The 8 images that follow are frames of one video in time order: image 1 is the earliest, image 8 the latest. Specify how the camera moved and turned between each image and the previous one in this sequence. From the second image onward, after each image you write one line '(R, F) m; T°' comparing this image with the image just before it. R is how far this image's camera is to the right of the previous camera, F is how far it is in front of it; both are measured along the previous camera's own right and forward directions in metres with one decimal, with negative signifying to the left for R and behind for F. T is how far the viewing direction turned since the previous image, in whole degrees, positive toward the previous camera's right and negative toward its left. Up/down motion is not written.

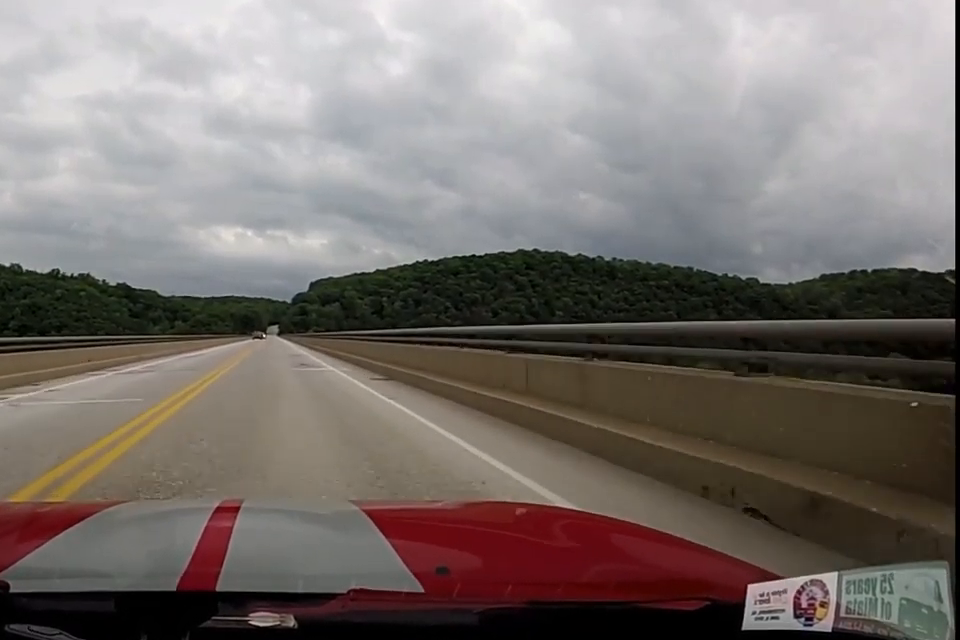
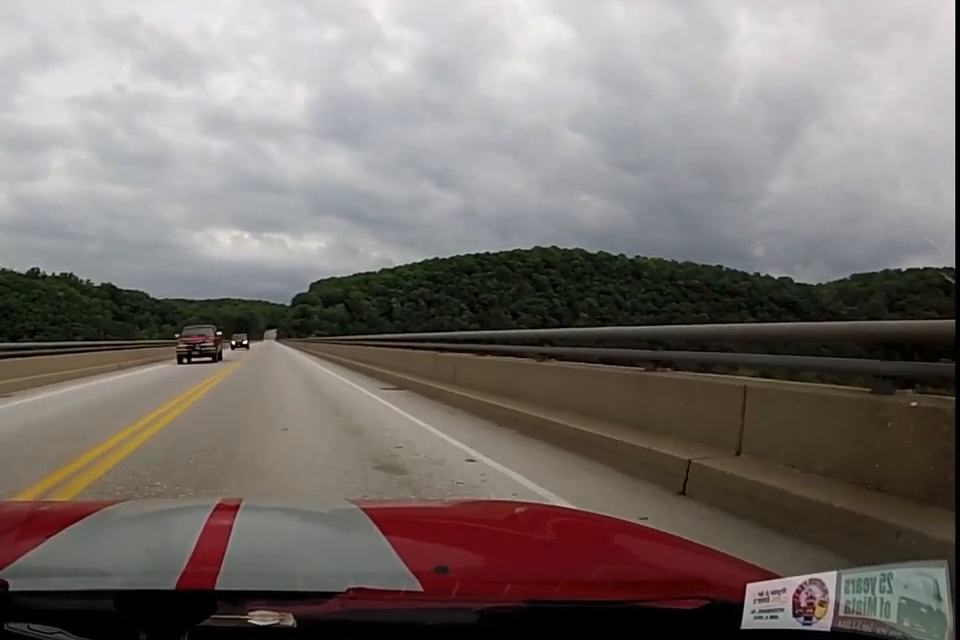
(-0.1, +55.1) m; 0°
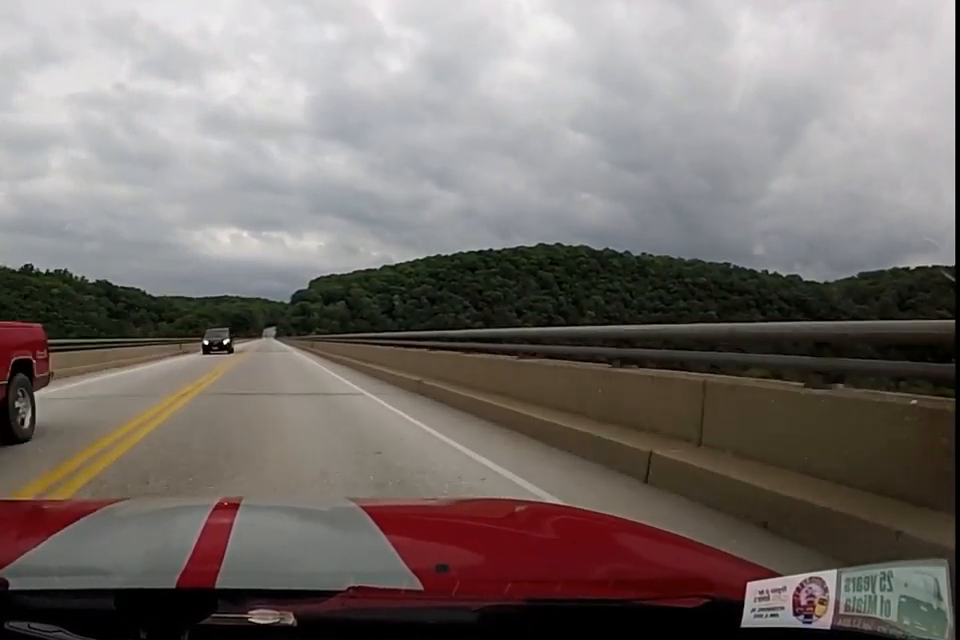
(-0.5, +14.3) m; 0°
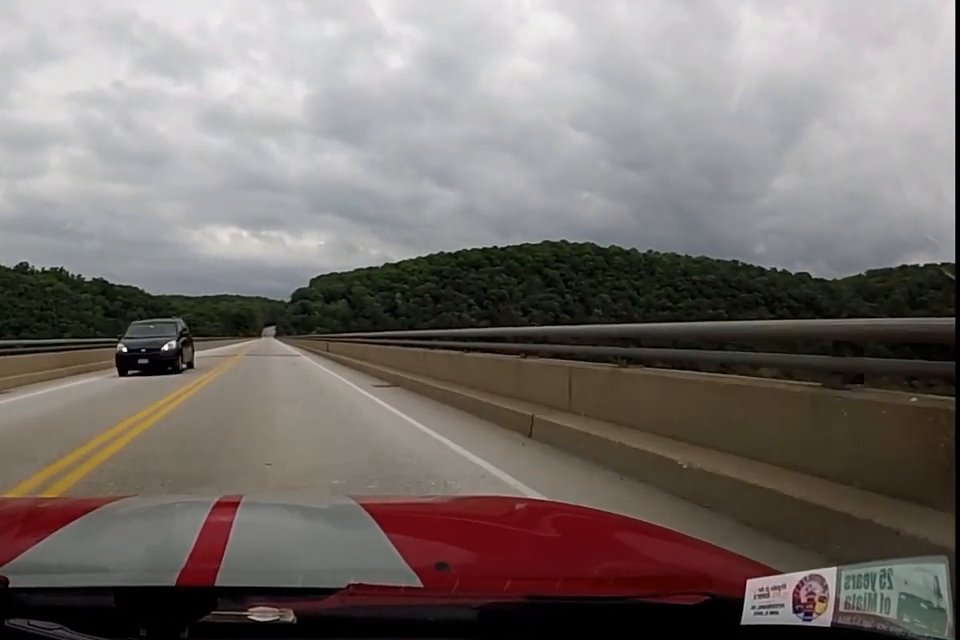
(+0.4, +12.6) m; +1°
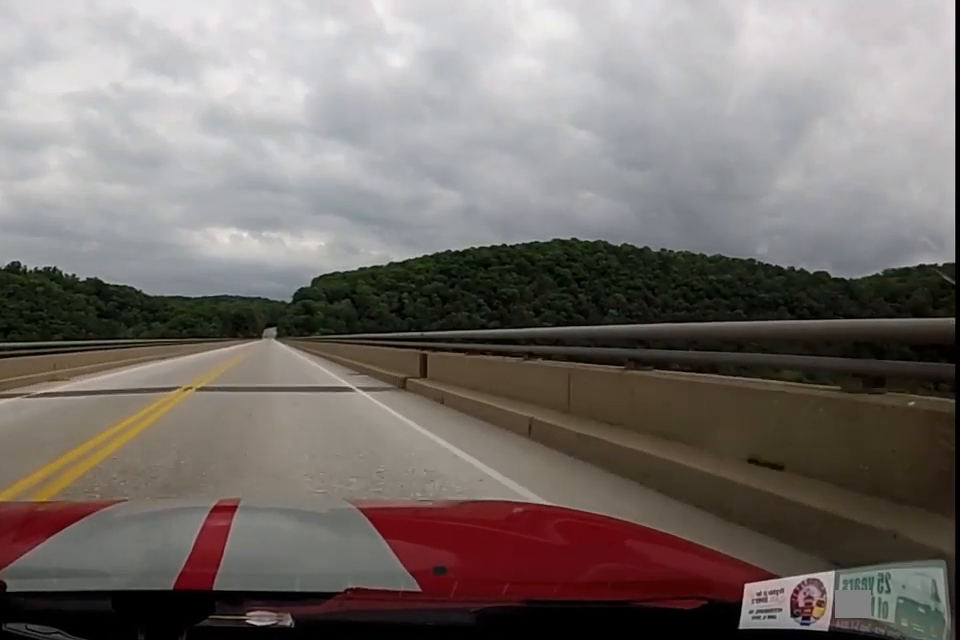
(+0.4, +22.6) m; 0°
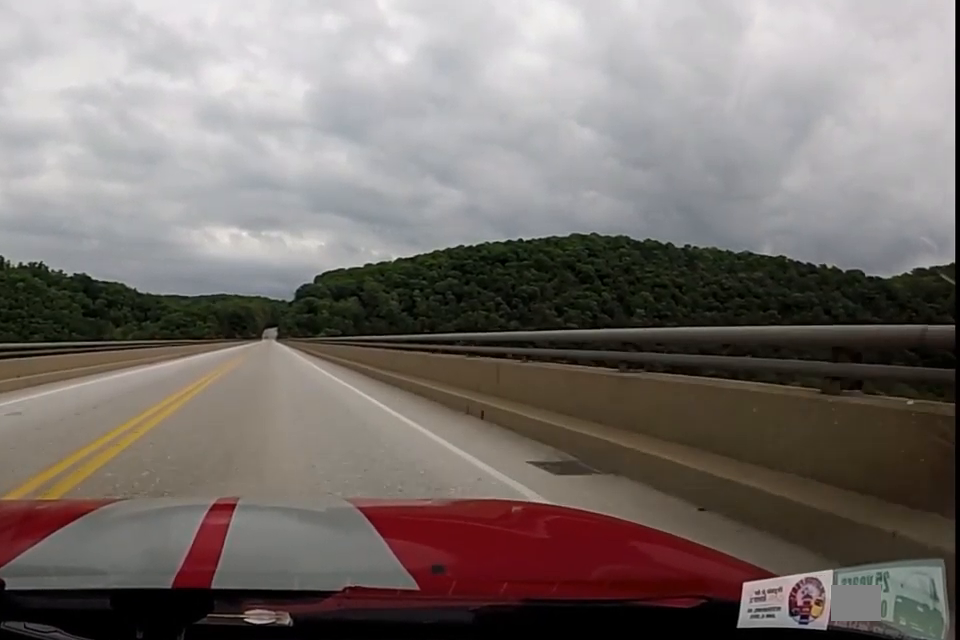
(-1.1, +40.7) m; -3°
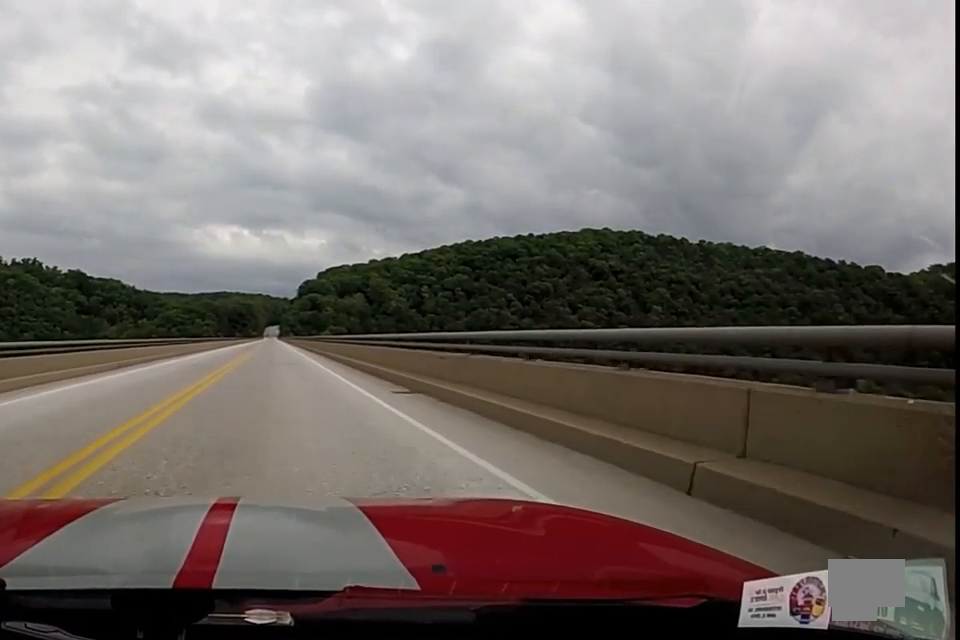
(0.0, +20.2) m; +1°
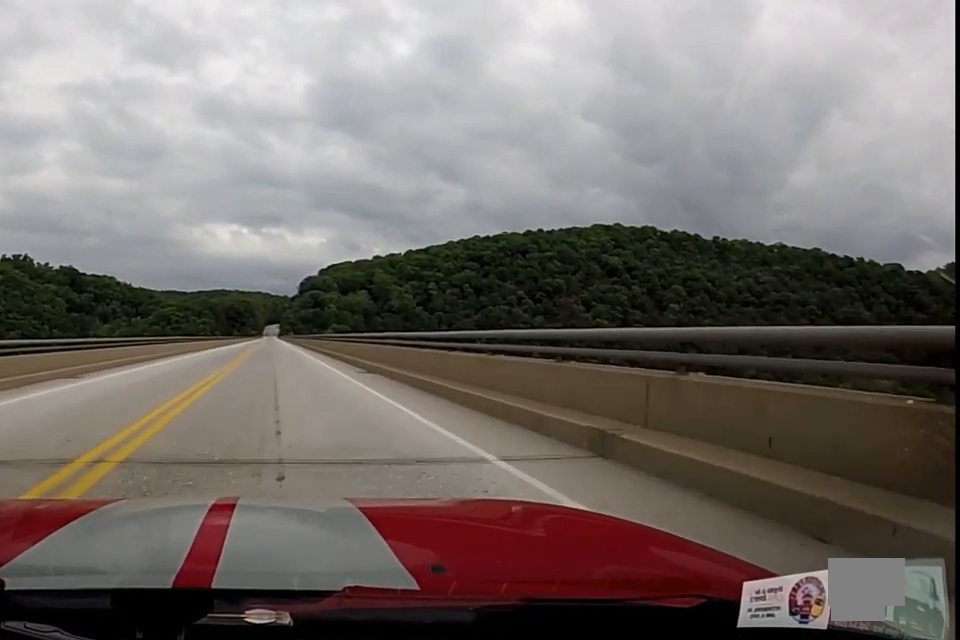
(+0.2, +21.1) m; +1°
